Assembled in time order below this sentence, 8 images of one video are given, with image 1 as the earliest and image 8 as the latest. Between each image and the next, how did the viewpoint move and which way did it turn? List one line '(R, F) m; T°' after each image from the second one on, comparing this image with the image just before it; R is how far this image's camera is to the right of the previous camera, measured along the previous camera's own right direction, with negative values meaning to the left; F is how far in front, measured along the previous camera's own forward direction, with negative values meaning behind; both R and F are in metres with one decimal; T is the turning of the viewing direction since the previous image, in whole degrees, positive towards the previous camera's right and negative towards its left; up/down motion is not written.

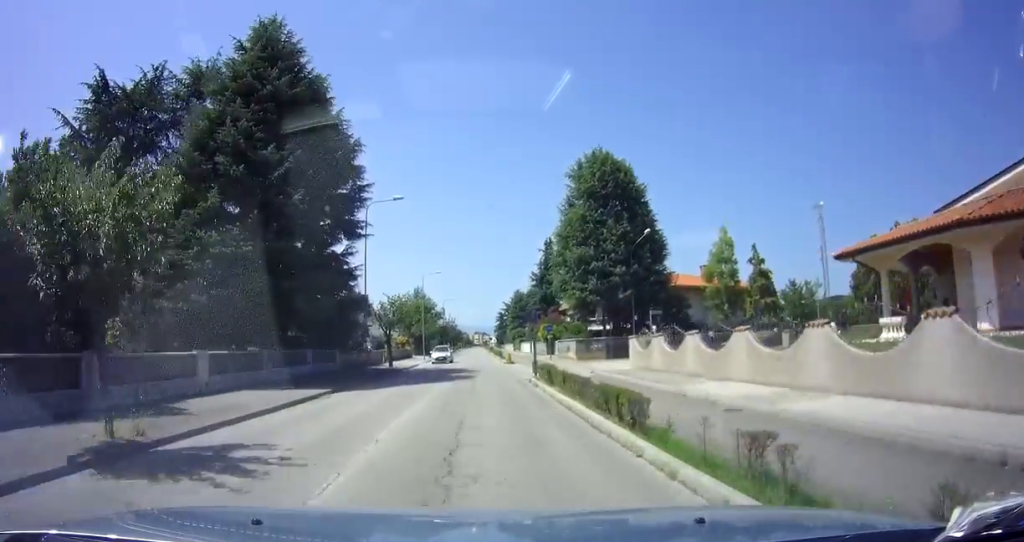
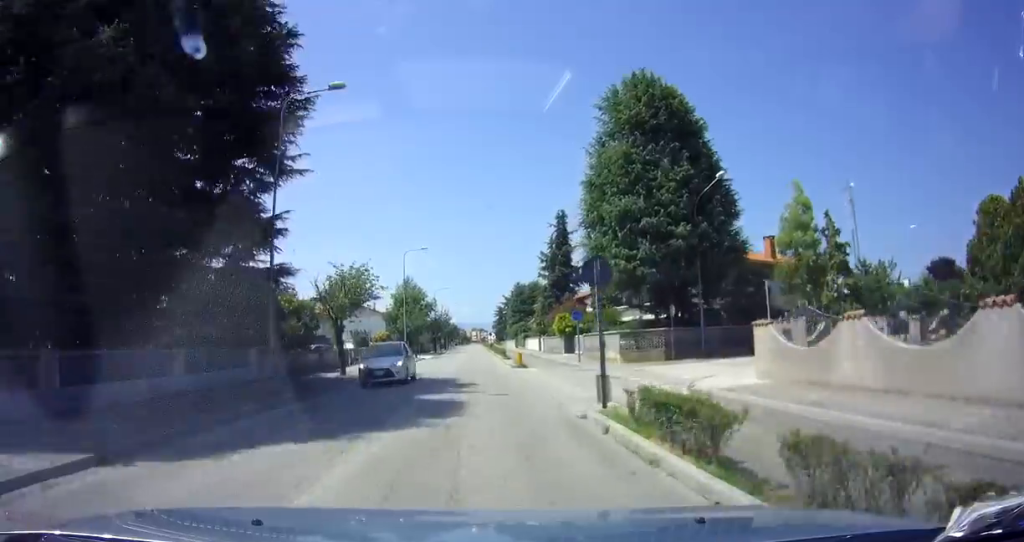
(-0.1, +13.0) m; -1°
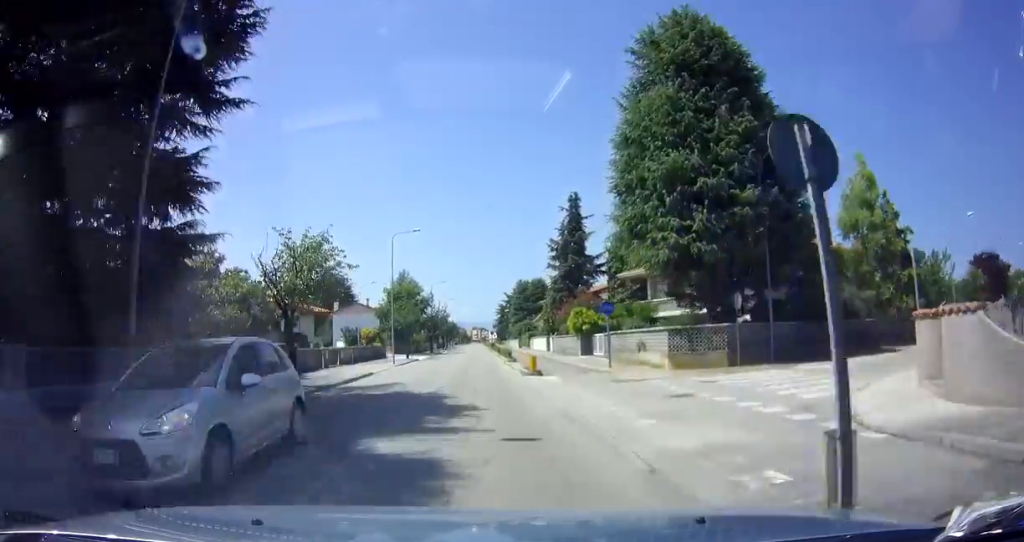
(-0.1, +6.7) m; 0°
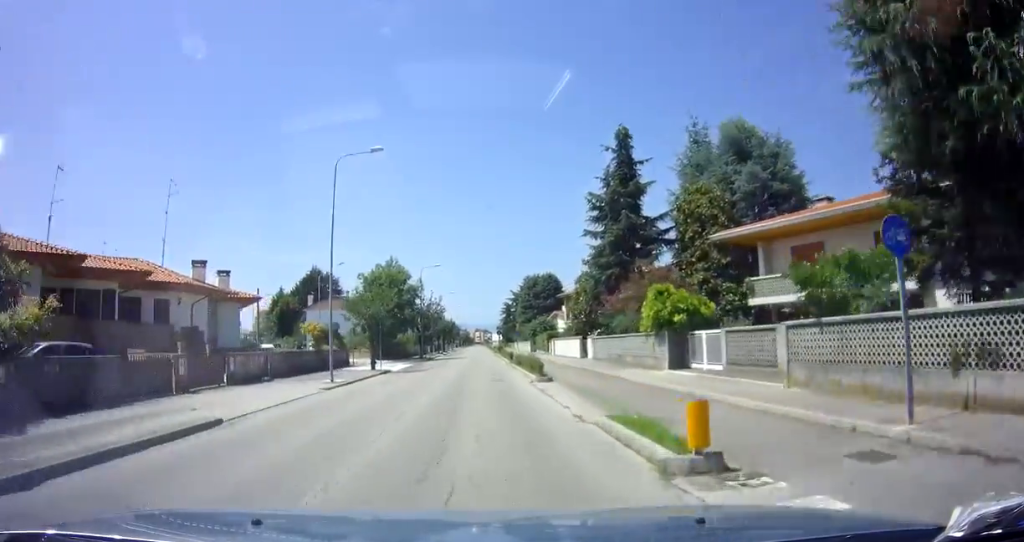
(+0.3, +16.6) m; +1°
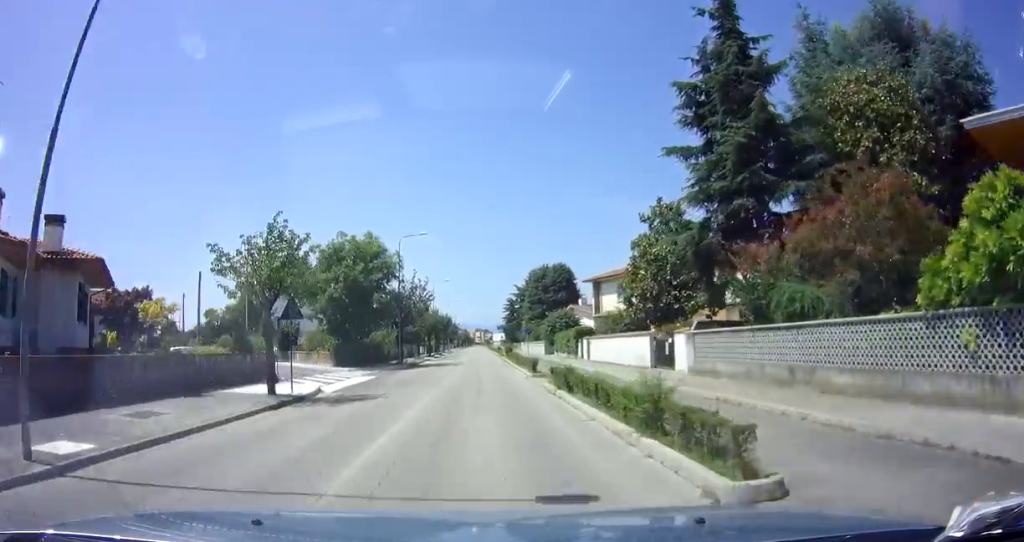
(-0.1, +15.7) m; -2°
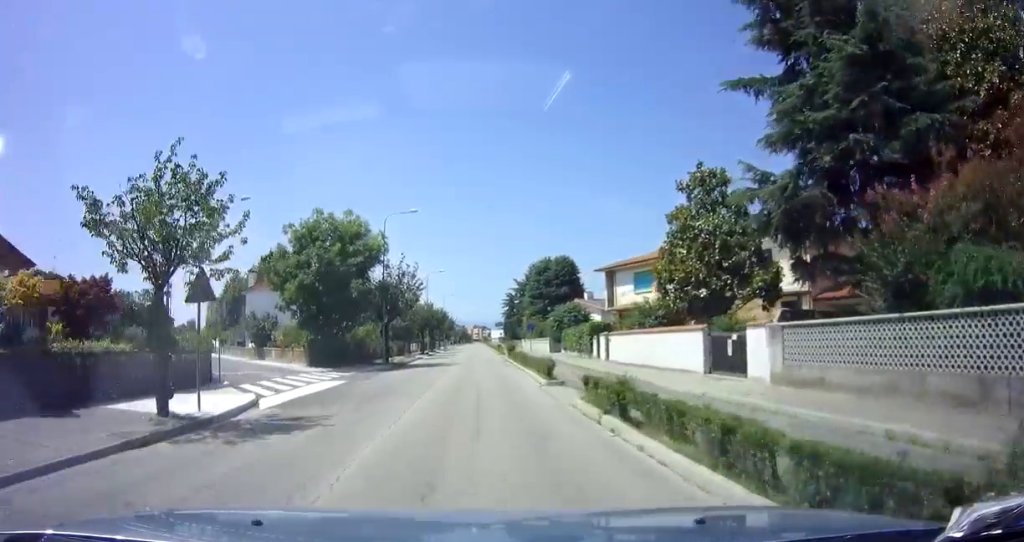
(-0.2, +6.2) m; +1°
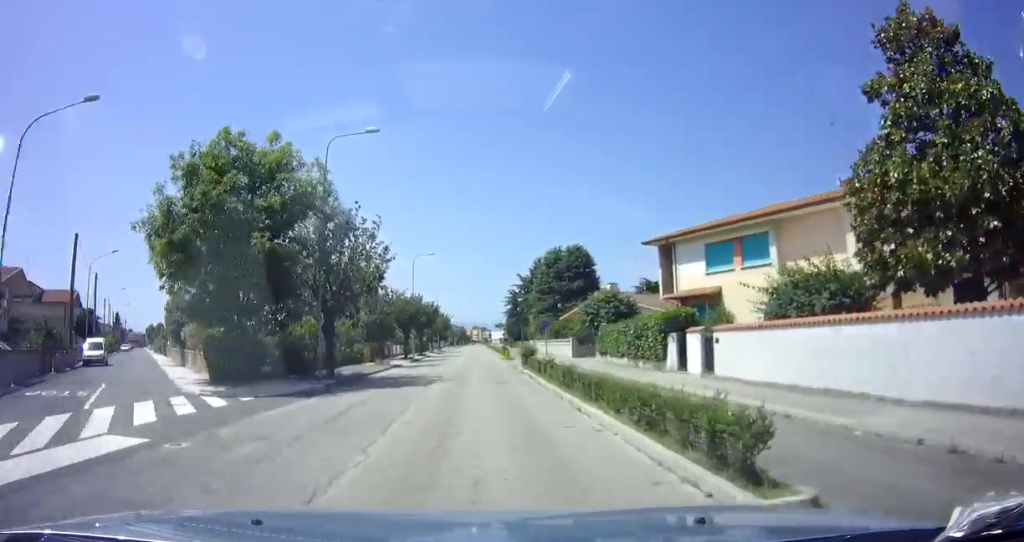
(+0.1, +13.4) m; +1°
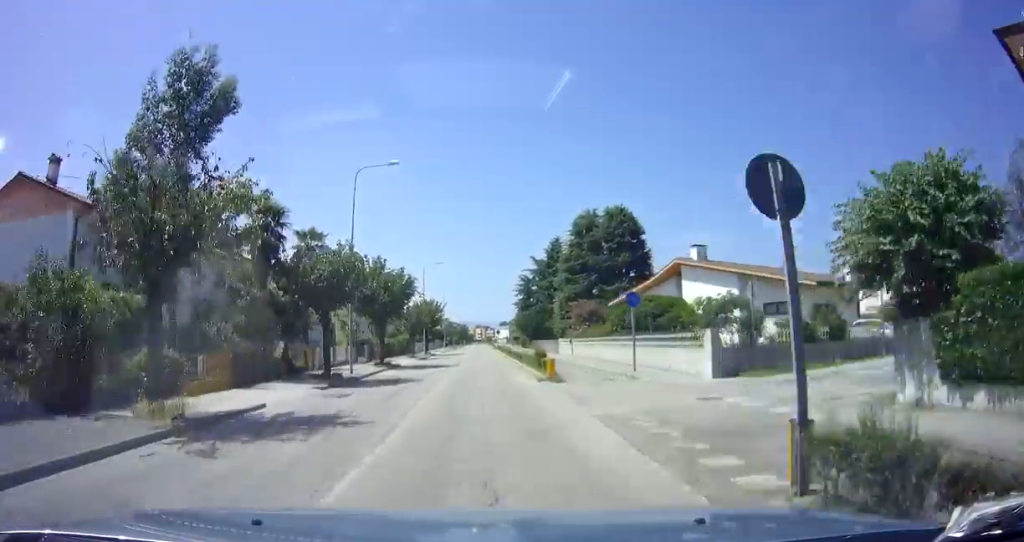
(0.0, +24.5) m; -2°
